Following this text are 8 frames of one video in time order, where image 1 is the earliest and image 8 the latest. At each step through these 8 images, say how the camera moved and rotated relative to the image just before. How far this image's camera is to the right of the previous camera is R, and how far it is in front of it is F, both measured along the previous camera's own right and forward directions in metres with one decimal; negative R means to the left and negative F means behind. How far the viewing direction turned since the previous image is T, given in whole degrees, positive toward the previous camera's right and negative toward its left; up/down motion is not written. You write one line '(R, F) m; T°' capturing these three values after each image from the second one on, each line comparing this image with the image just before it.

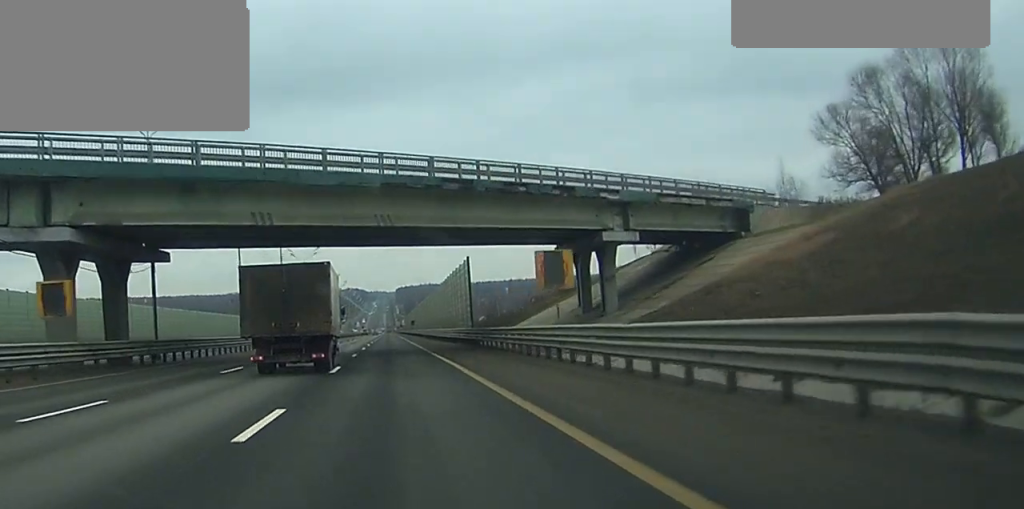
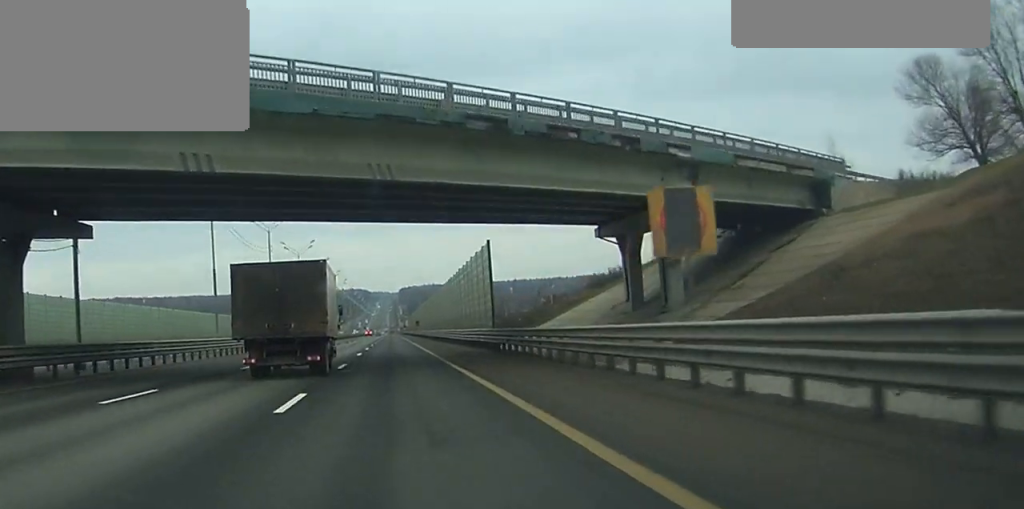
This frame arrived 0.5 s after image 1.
(+0.1, +13.6) m; 0°
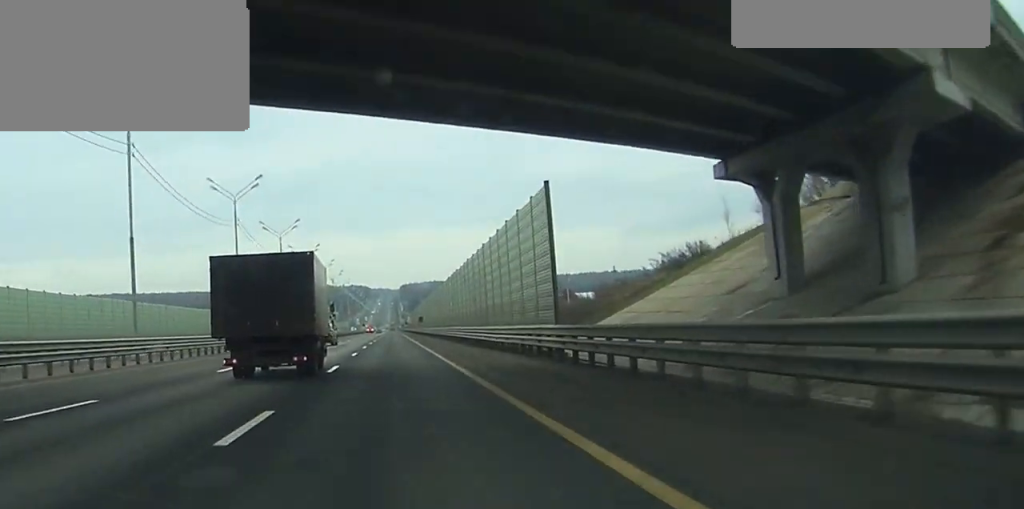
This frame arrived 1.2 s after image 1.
(-0.1, +22.1) m; 0°
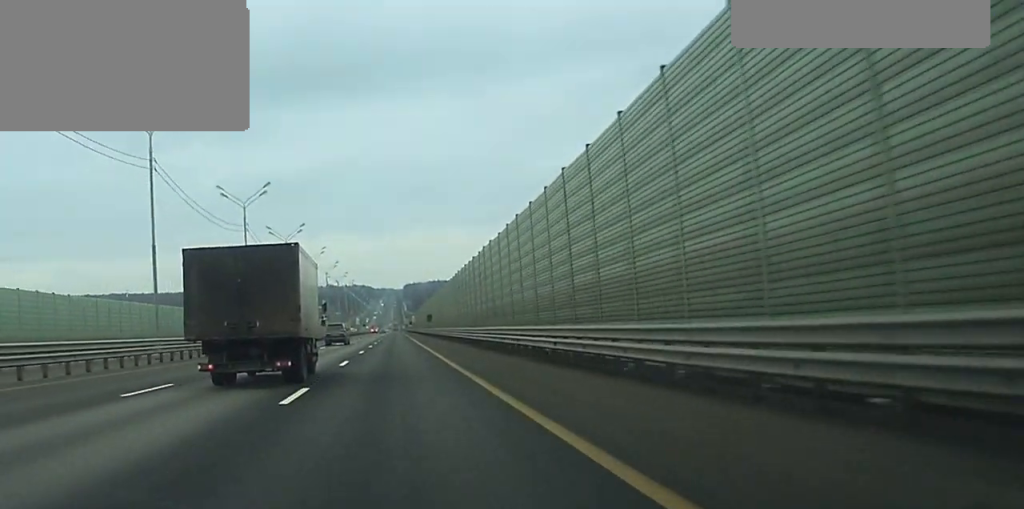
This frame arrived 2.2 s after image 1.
(-0.1, +28.4) m; 0°
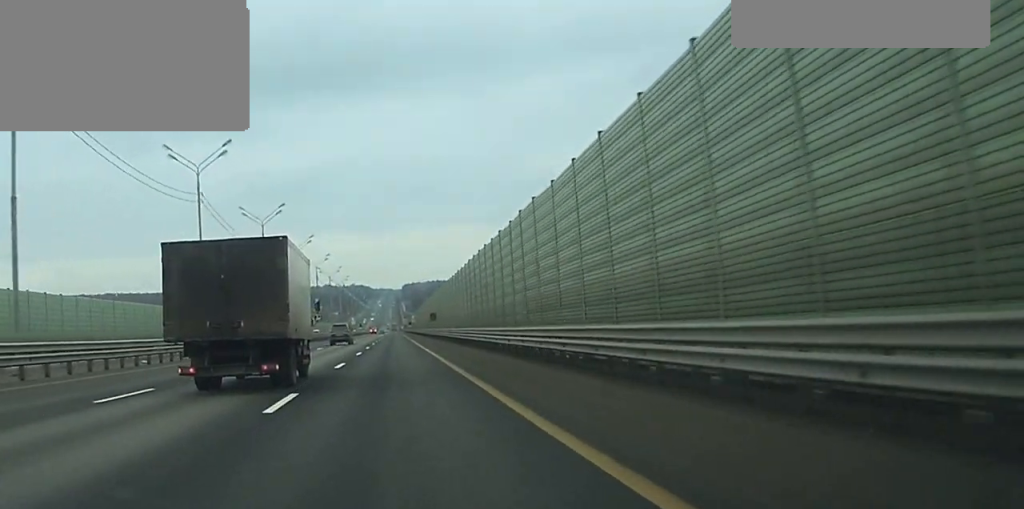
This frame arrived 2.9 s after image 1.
(0.0, +18.6) m; 0°
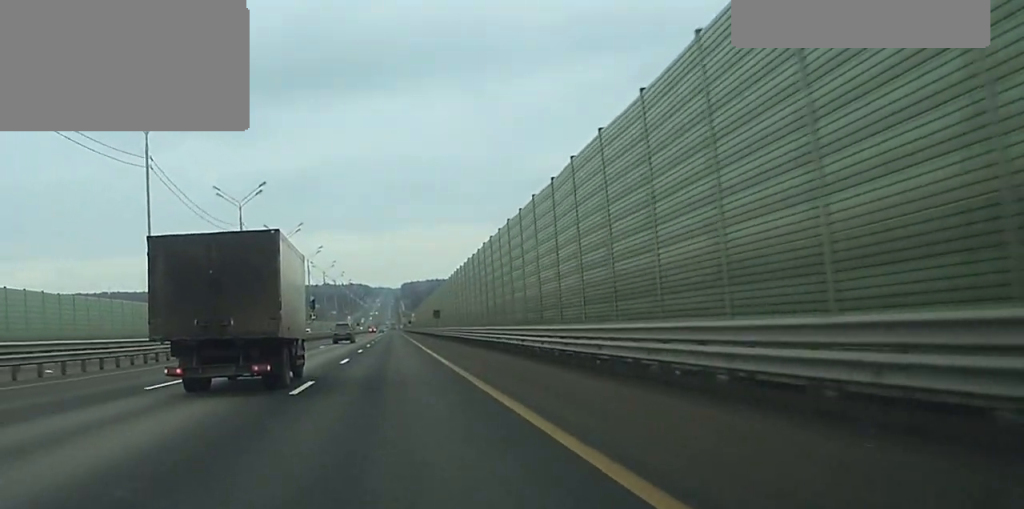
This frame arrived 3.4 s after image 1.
(0.0, +12.8) m; 0°
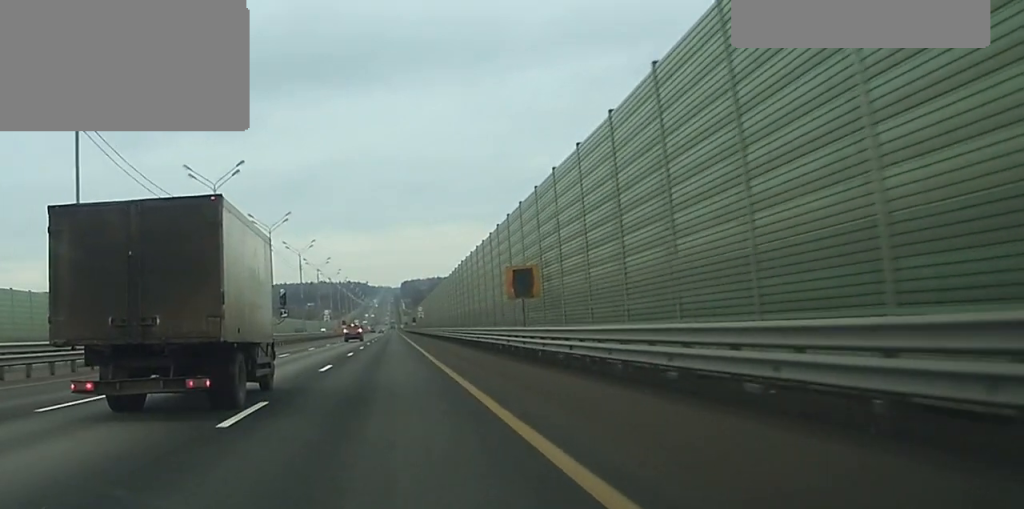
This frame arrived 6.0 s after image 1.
(+0.2, +70.9) m; 0°
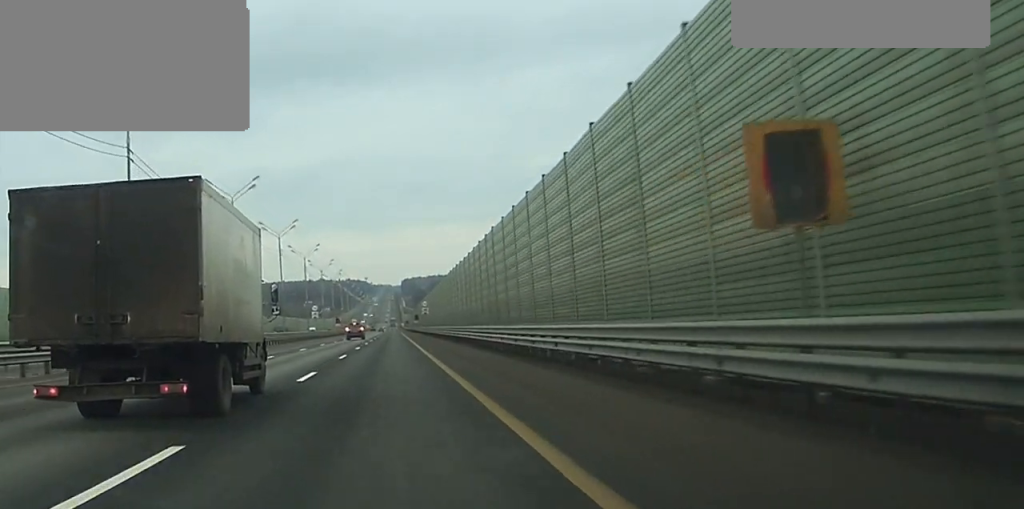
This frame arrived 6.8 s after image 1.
(0.0, +22.4) m; 0°
